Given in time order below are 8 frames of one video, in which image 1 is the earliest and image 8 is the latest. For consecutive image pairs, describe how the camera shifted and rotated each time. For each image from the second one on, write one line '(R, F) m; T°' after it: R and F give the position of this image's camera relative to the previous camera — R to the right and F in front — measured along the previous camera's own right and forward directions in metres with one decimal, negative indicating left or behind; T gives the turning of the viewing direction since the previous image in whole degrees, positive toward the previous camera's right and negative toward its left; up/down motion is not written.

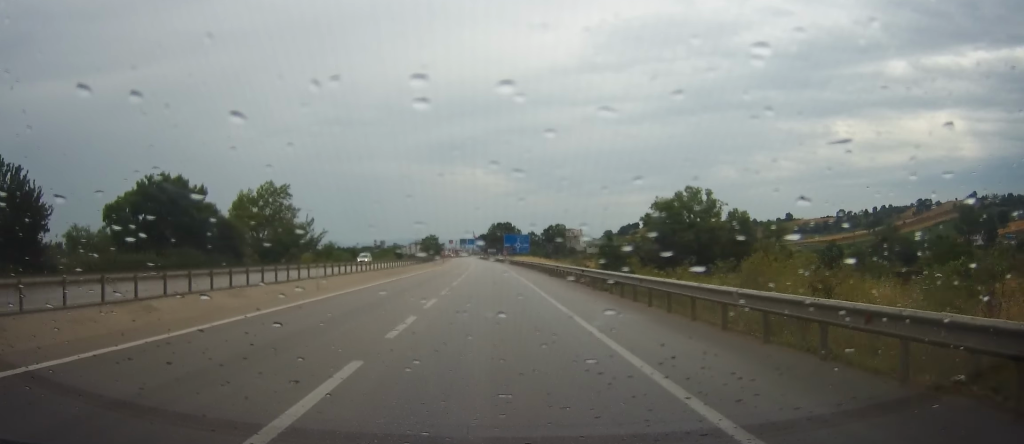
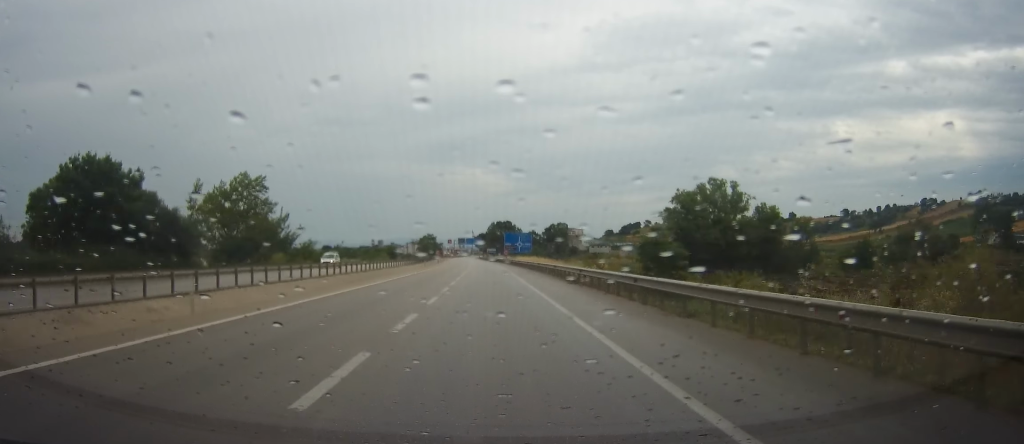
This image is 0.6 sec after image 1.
(+0.1, +11.3) m; 0°
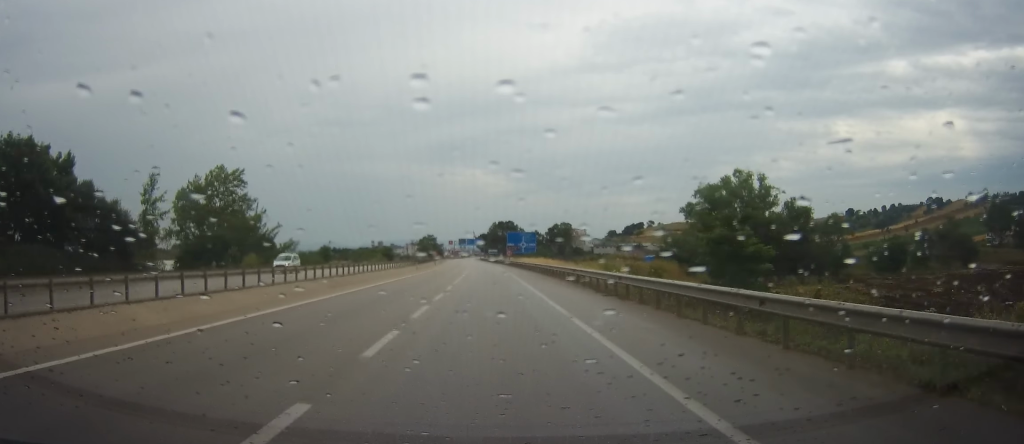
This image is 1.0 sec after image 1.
(+0.1, +9.9) m; 0°
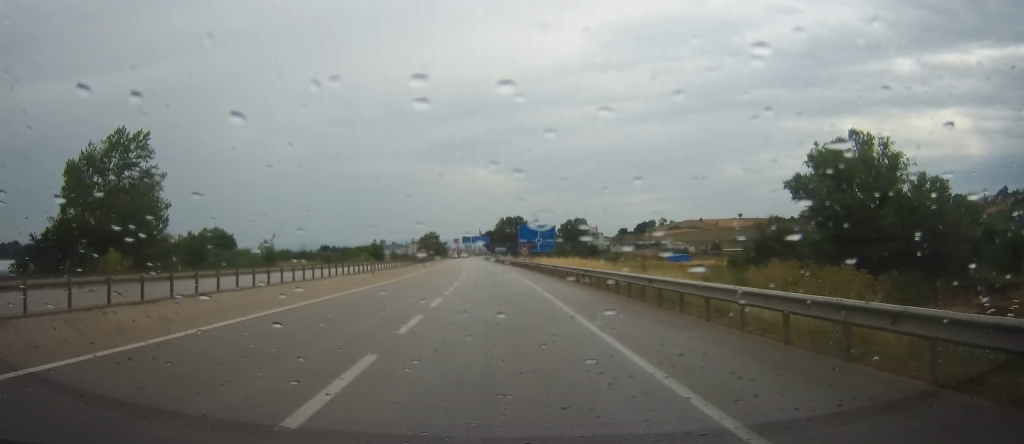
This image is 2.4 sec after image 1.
(0.0, +27.9) m; 0°
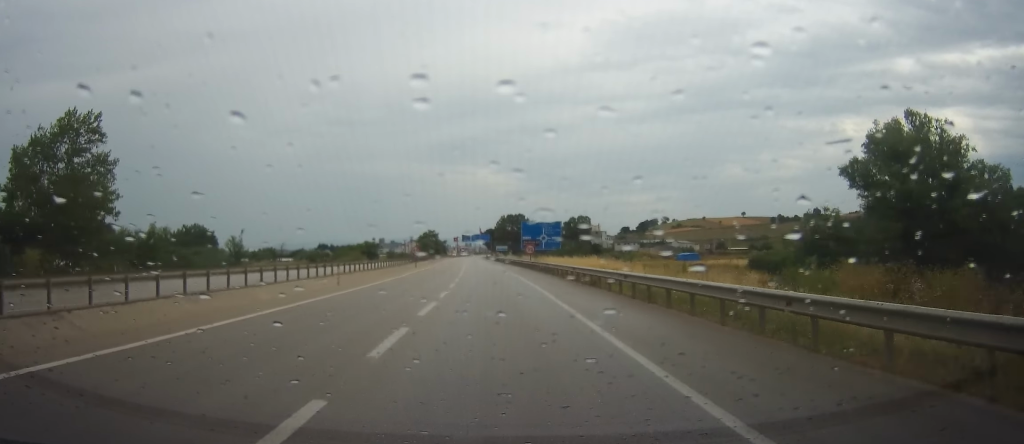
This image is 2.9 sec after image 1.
(+0.2, +9.6) m; 0°
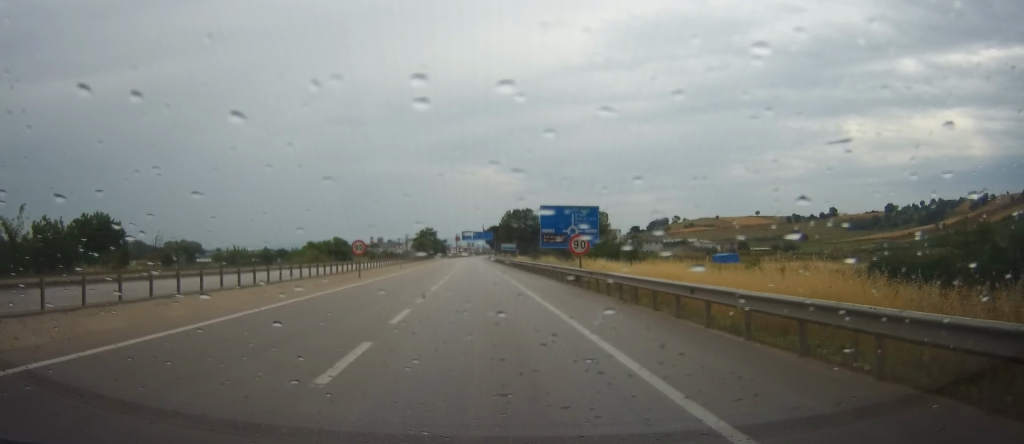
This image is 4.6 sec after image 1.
(-0.2, +32.7) m; 0°
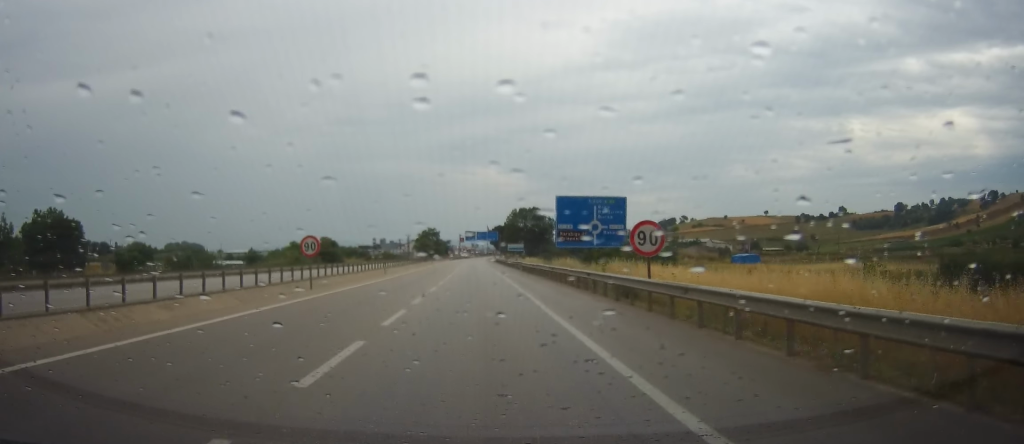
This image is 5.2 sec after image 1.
(+0.2, +12.0) m; 0°
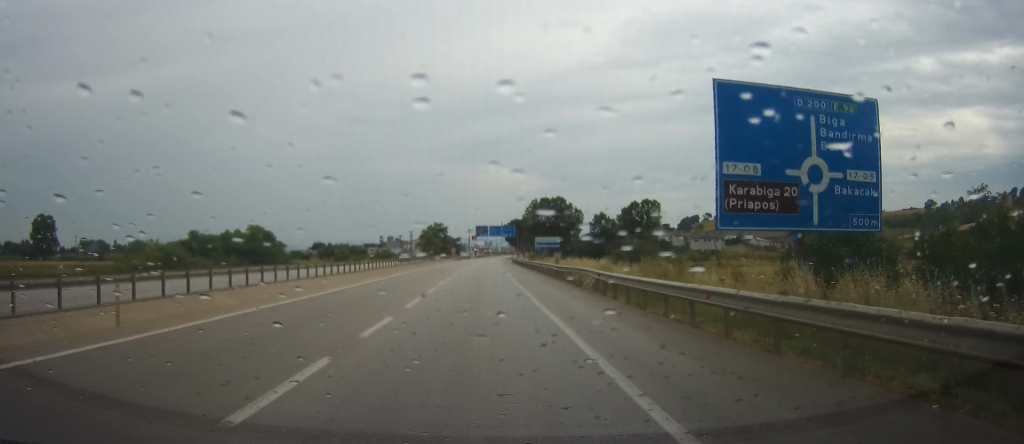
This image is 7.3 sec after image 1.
(-0.9, +38.6) m; -1°
